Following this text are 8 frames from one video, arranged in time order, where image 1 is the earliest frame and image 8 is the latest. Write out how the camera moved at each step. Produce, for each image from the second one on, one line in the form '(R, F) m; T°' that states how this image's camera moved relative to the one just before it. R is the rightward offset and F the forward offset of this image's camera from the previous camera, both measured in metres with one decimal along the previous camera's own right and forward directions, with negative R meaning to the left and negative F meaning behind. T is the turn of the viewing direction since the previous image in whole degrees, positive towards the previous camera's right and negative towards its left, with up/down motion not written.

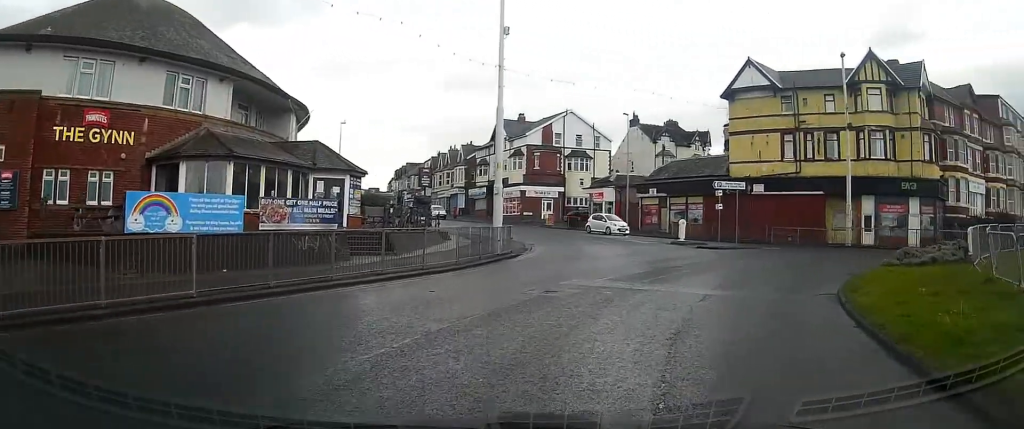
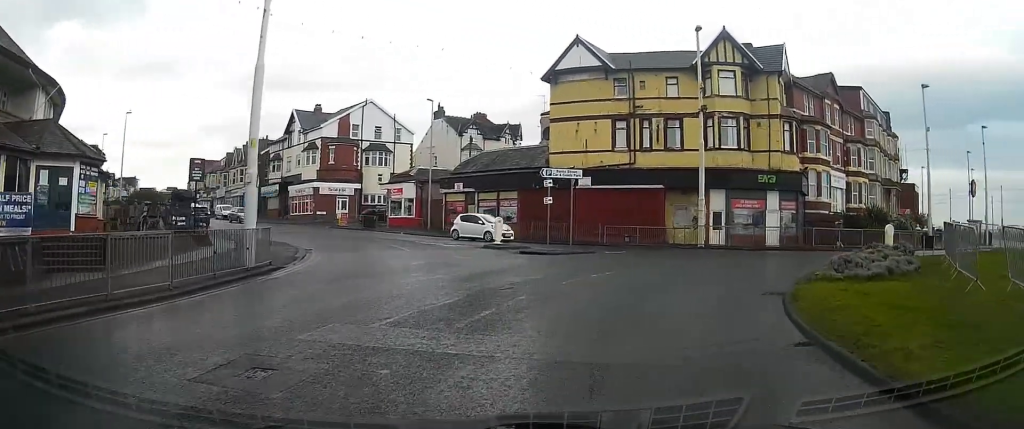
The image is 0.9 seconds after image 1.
(+1.0, +7.0) m; +16°
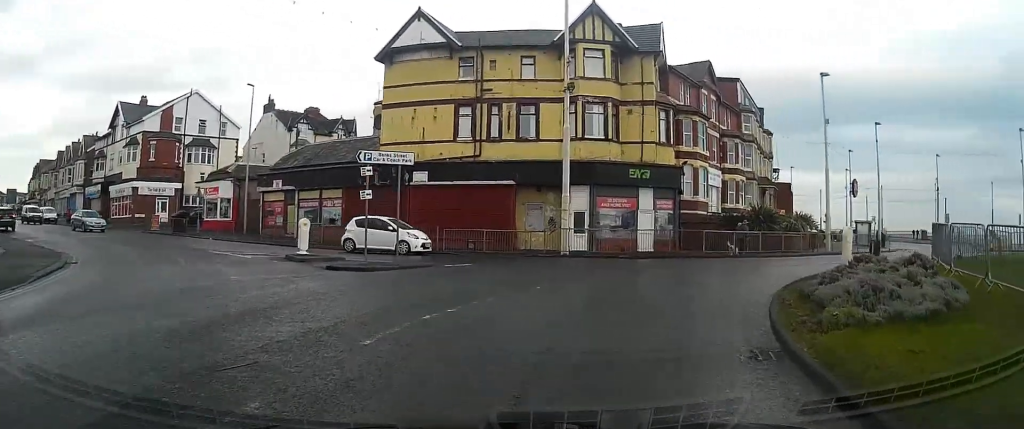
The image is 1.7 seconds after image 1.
(+0.9, +6.8) m; +15°
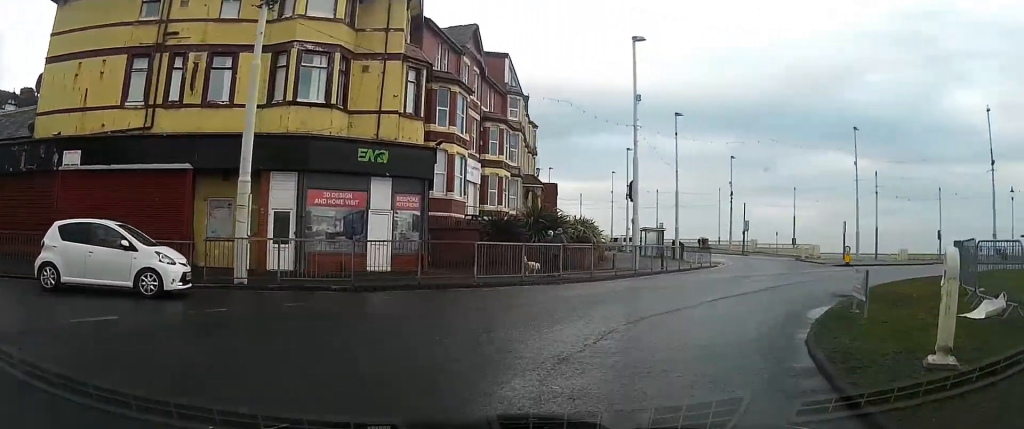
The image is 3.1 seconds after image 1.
(+2.5, +11.7) m; +24°
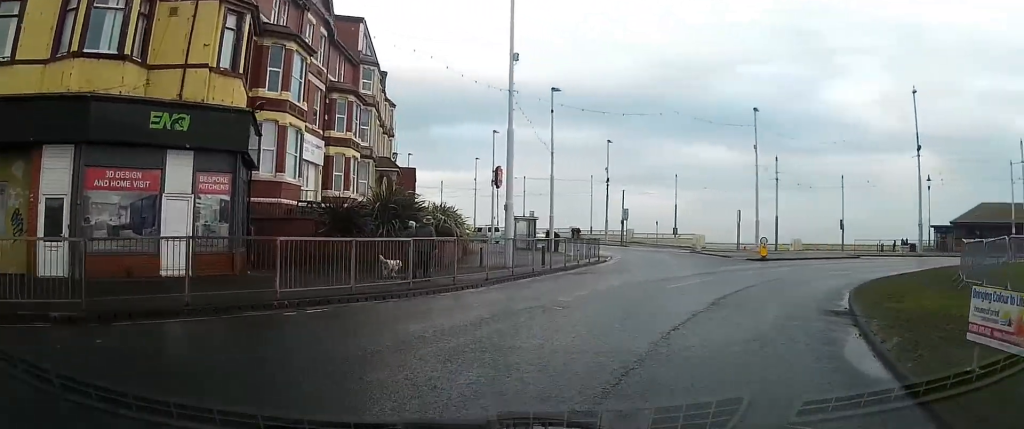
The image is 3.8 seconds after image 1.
(+0.8, +6.7) m; +10°
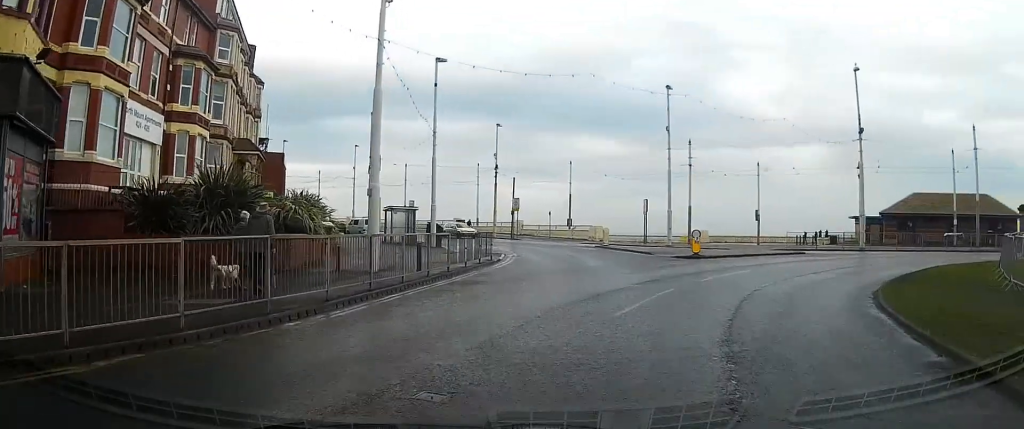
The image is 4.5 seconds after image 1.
(+0.5, +6.6) m; +7°
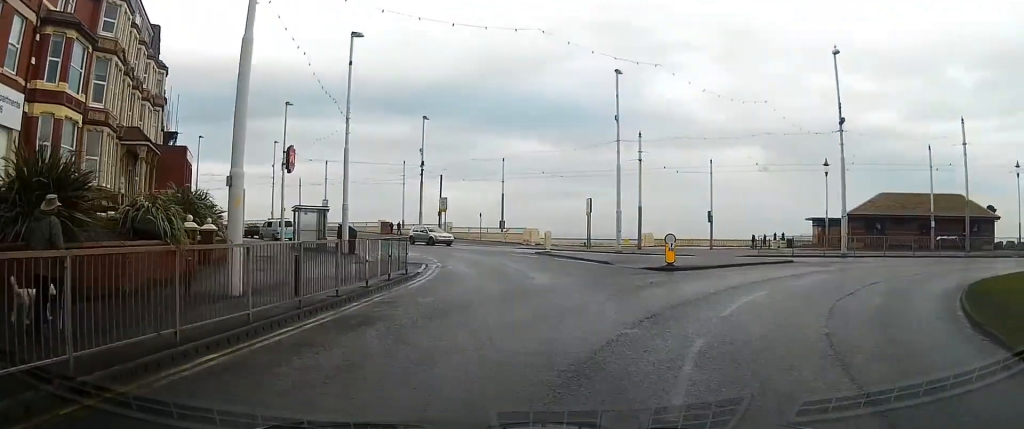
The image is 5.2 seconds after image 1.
(+0.3, +6.1) m; +4°
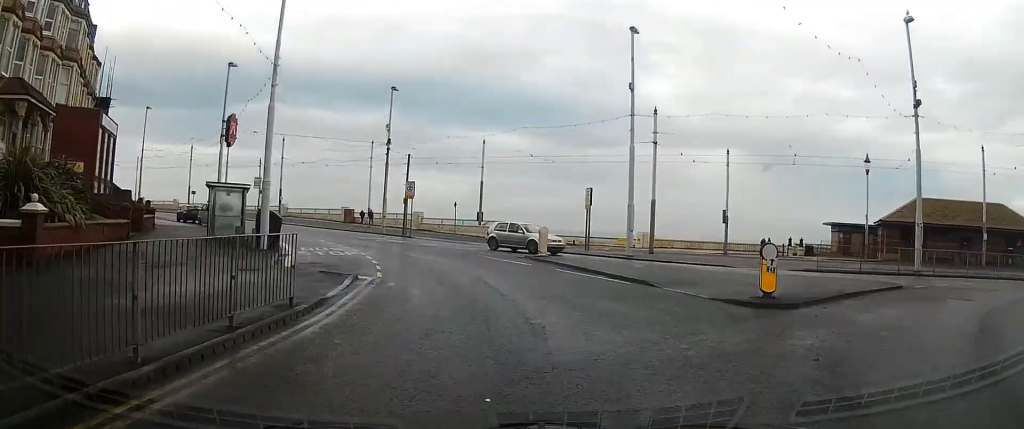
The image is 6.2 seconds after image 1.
(+0.4, +9.4) m; +3°
